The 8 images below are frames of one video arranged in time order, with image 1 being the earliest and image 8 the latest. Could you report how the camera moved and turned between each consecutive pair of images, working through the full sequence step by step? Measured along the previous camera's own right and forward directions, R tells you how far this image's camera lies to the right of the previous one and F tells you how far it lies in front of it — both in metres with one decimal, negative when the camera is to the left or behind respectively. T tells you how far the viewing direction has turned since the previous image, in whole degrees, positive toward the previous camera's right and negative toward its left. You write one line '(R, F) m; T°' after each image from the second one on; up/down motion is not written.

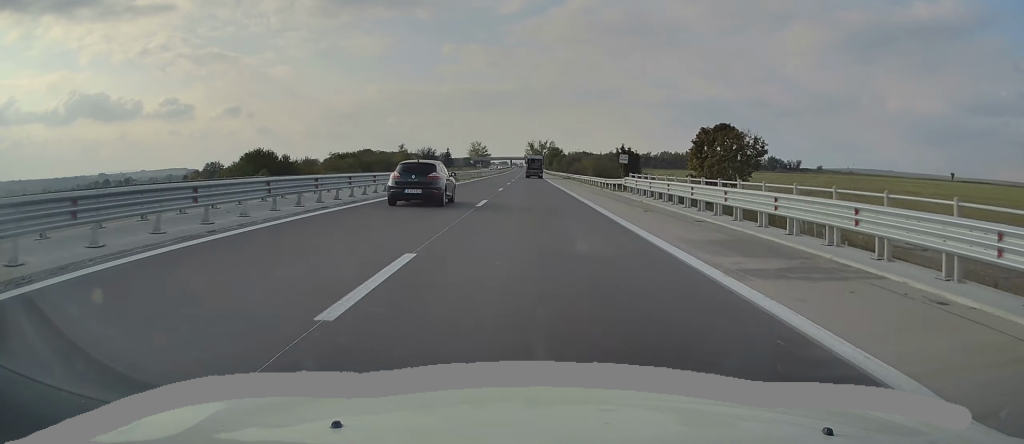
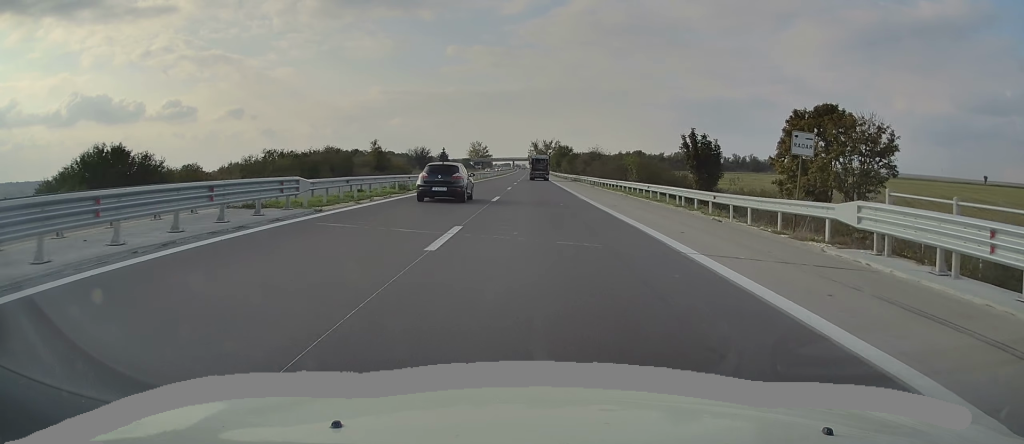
(-0.3, +27.6) m; 0°
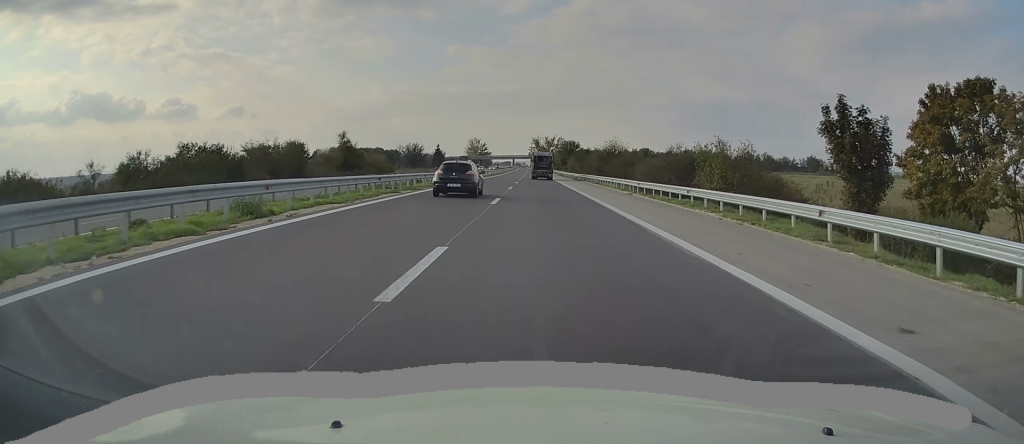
(+0.1, +19.7) m; 0°
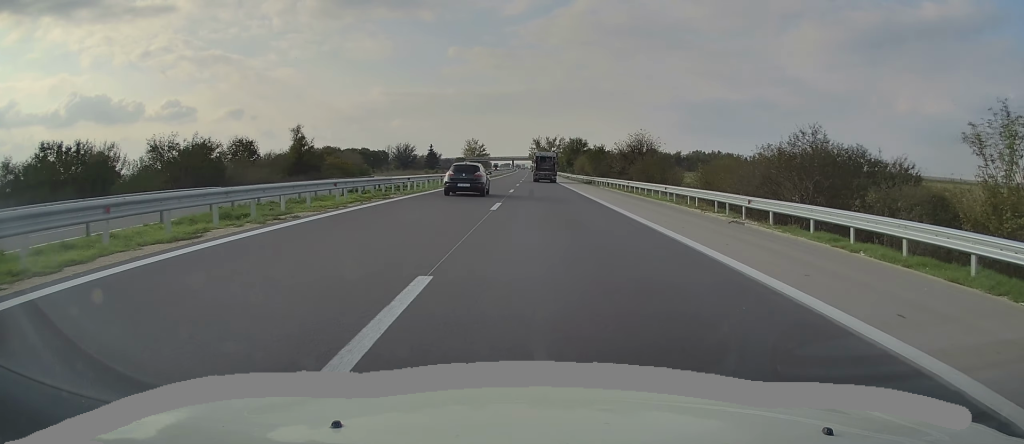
(+0.2, +18.7) m; 0°
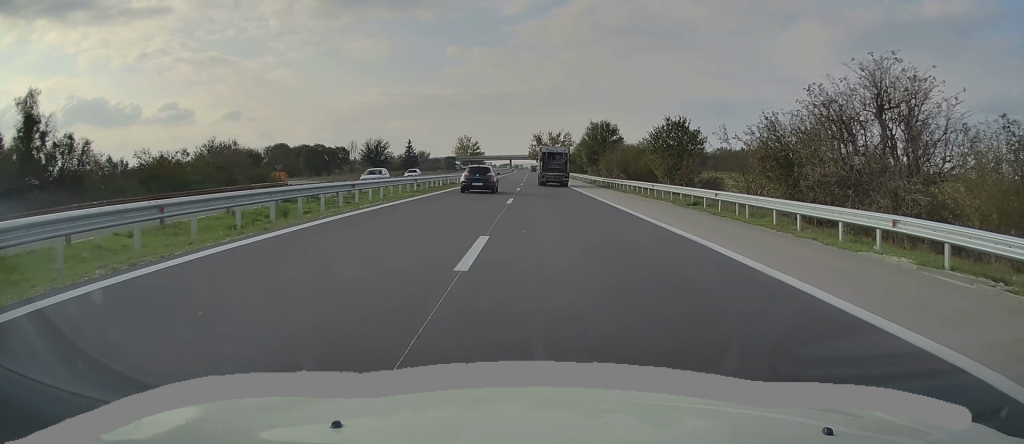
(-0.1, +43.3) m; 0°
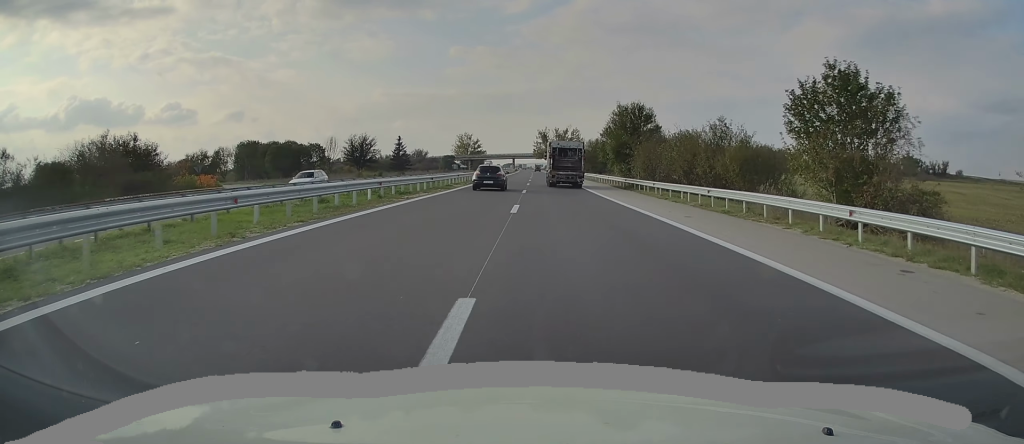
(+0.1, +21.6) m; 0°
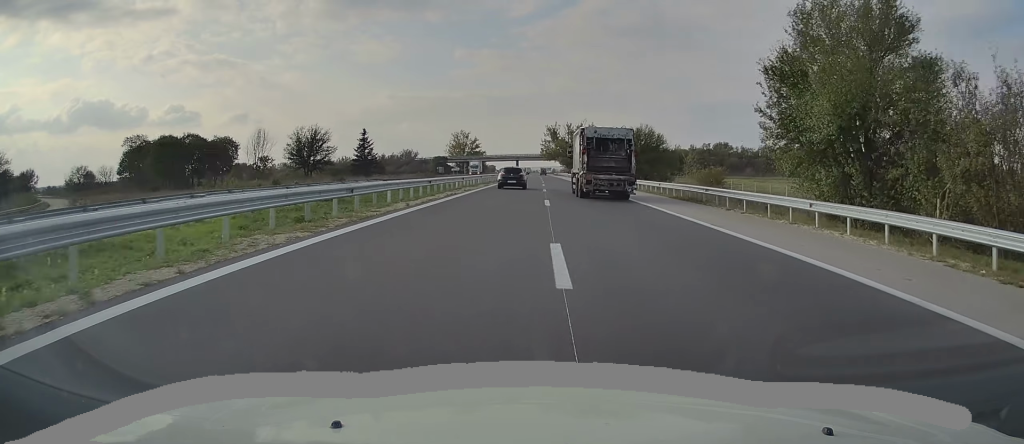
(-0.5, +43.3) m; -1°
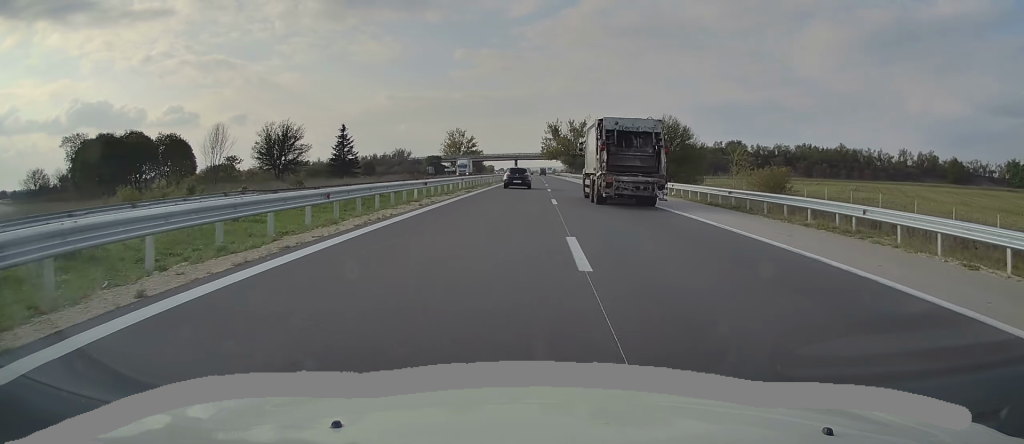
(0.0, +14.8) m; 0°
